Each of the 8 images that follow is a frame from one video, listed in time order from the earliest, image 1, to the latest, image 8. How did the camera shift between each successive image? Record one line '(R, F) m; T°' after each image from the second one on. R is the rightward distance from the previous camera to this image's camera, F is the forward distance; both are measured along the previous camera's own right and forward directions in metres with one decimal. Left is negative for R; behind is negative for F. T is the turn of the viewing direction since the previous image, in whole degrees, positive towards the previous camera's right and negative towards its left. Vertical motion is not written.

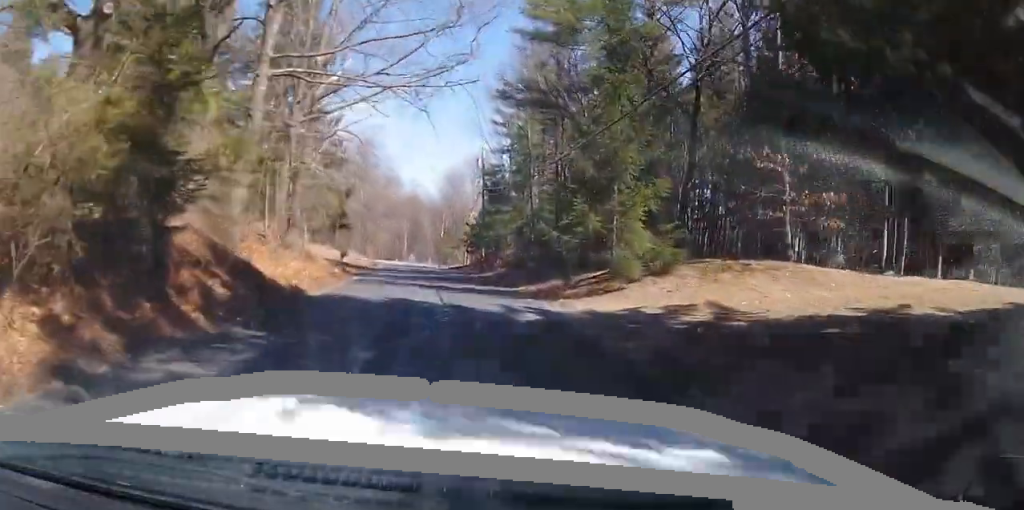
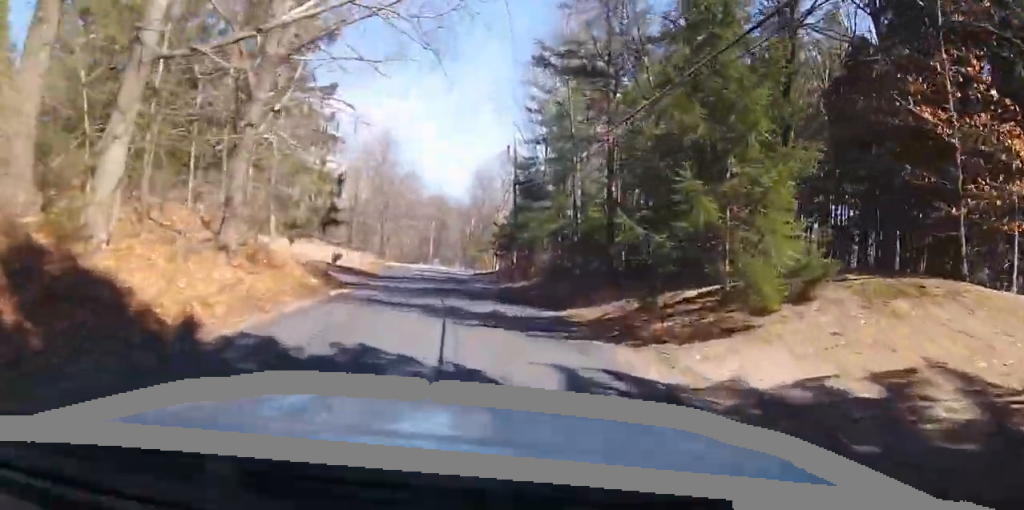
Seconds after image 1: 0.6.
(-0.2, +7.5) m; -3°
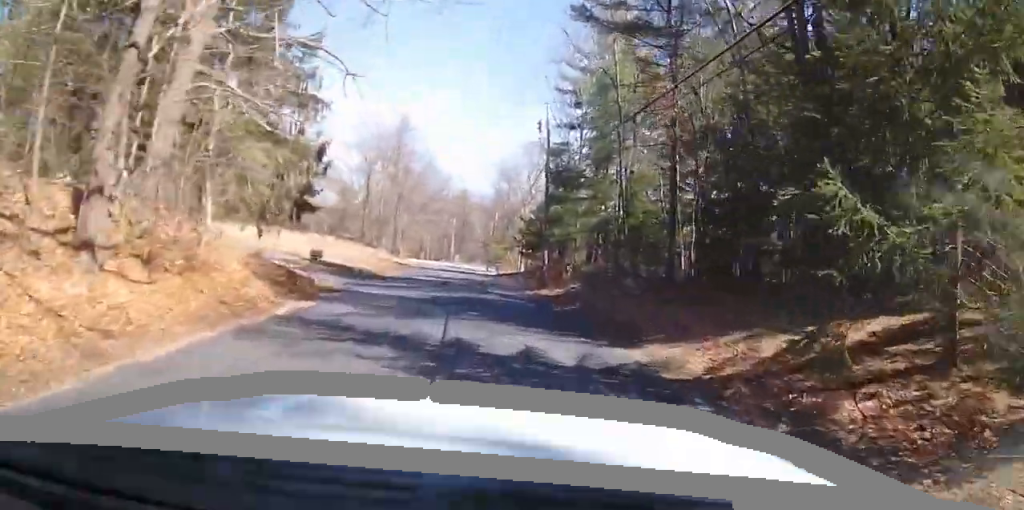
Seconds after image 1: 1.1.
(-0.1, +6.3) m; -3°
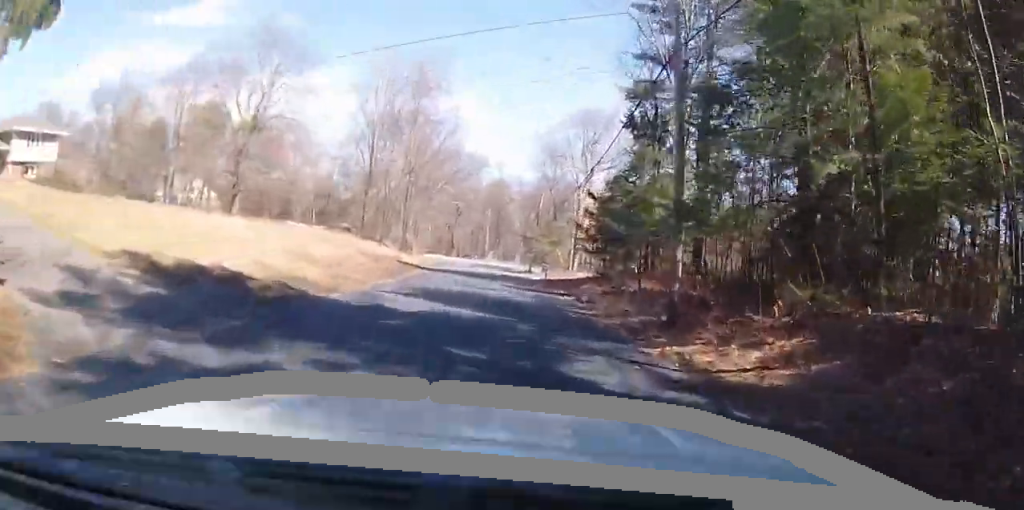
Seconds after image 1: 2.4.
(-1.0, +16.4) m; -8°
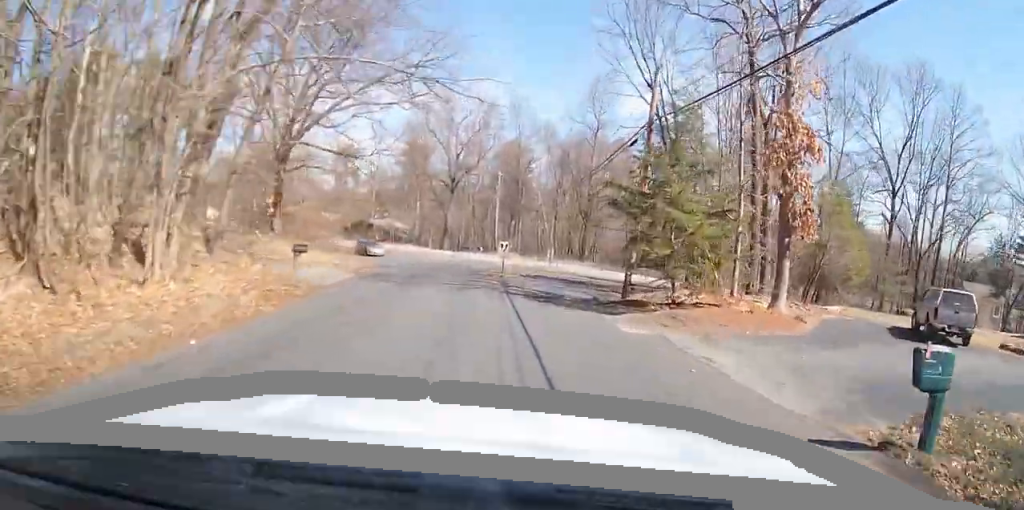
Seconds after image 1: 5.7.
(-4.2, +41.5) m; -4°
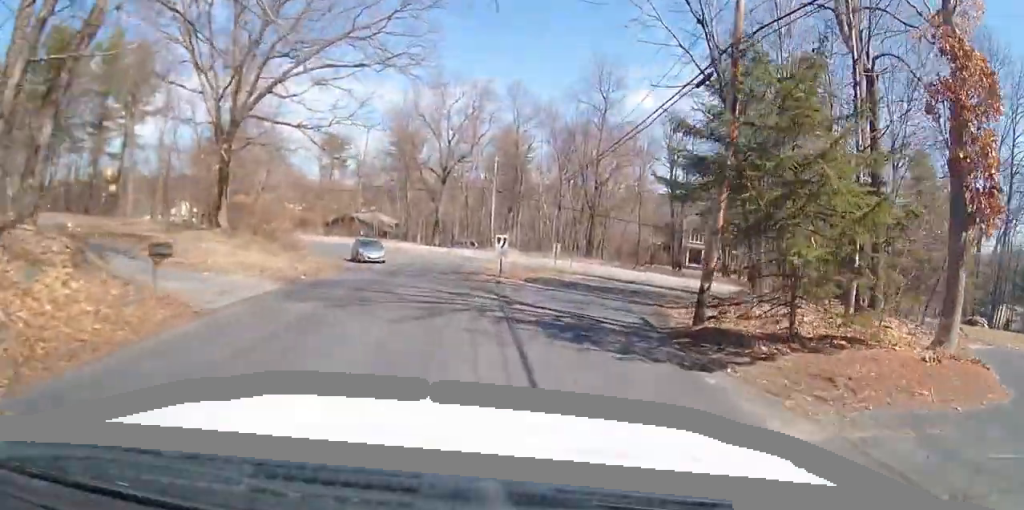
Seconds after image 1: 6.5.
(+0.2, +9.1) m; +3°
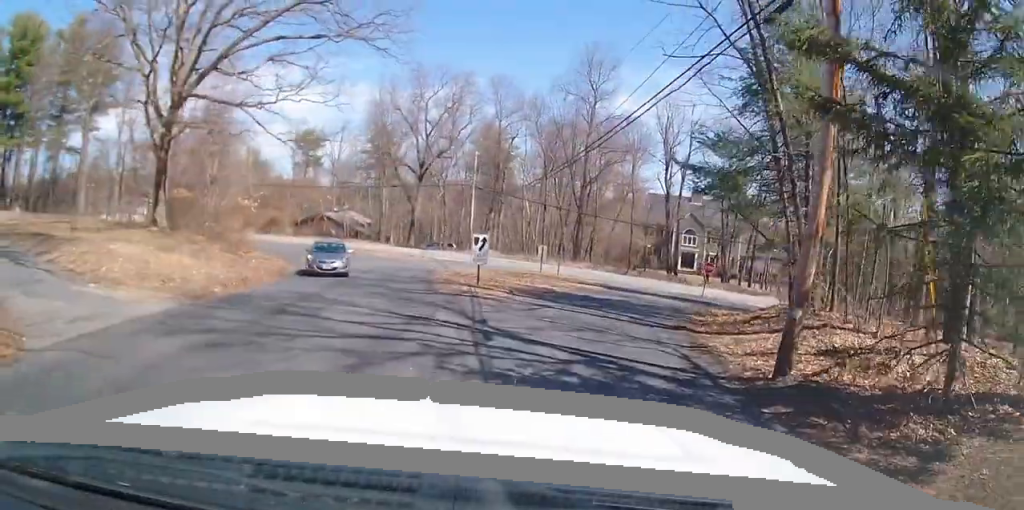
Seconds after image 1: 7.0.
(0.0, +5.7) m; +2°
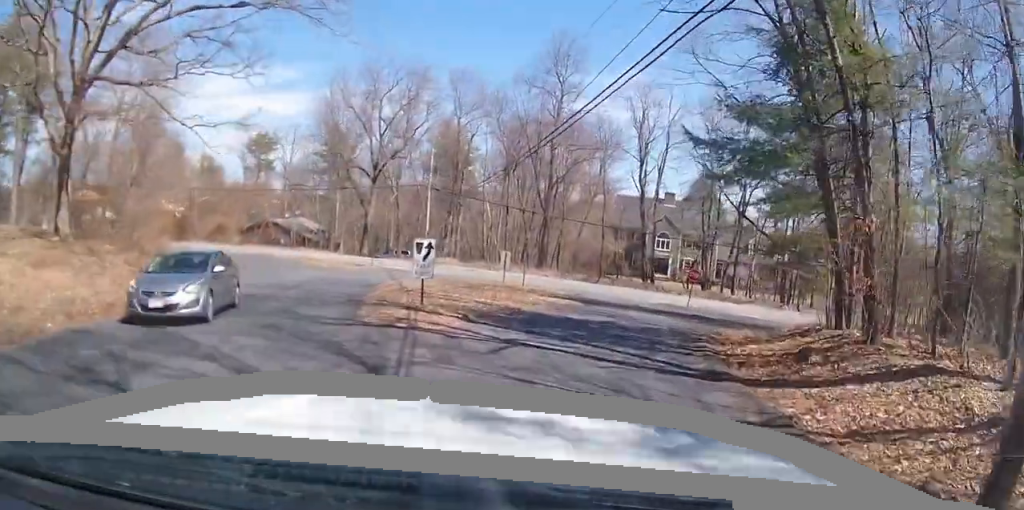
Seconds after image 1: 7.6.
(+0.3, +5.5) m; +2°
